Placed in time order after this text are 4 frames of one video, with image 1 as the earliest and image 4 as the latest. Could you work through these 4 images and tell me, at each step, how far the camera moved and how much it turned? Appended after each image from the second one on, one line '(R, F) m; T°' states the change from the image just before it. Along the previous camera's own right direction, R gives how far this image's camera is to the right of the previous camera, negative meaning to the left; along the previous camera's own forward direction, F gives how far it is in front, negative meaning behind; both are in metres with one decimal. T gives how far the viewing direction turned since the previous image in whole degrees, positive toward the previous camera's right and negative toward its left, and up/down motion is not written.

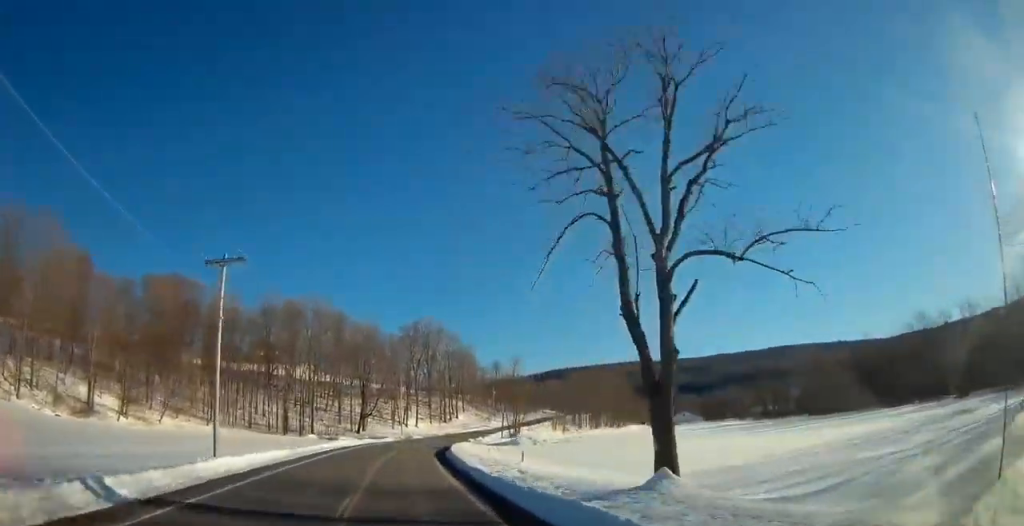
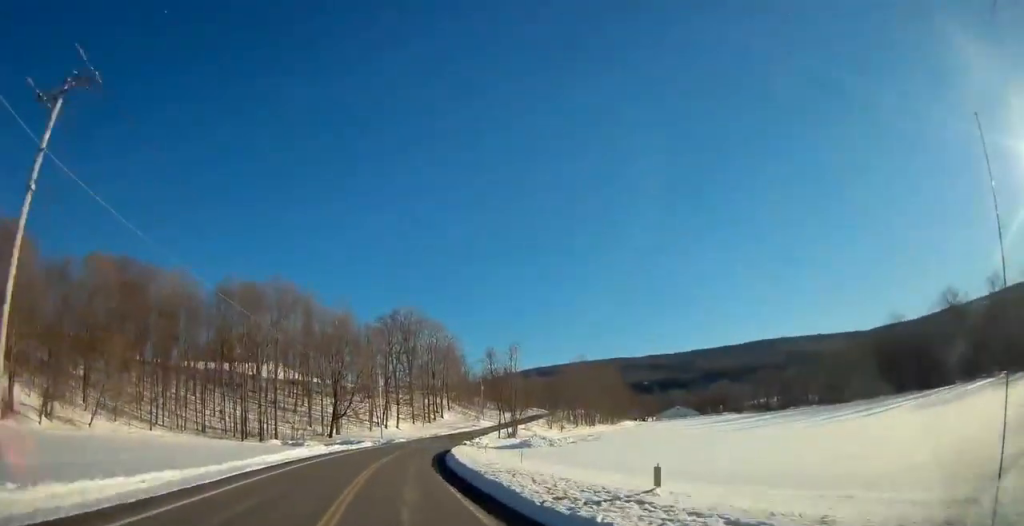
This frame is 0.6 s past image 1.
(0.0, +15.8) m; +2°
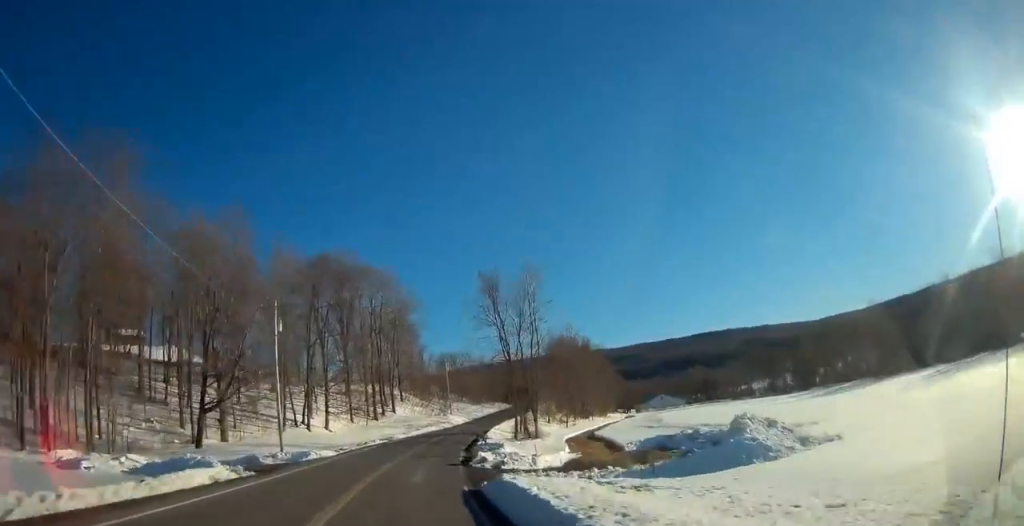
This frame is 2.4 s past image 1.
(+2.9, +42.8) m; +9°
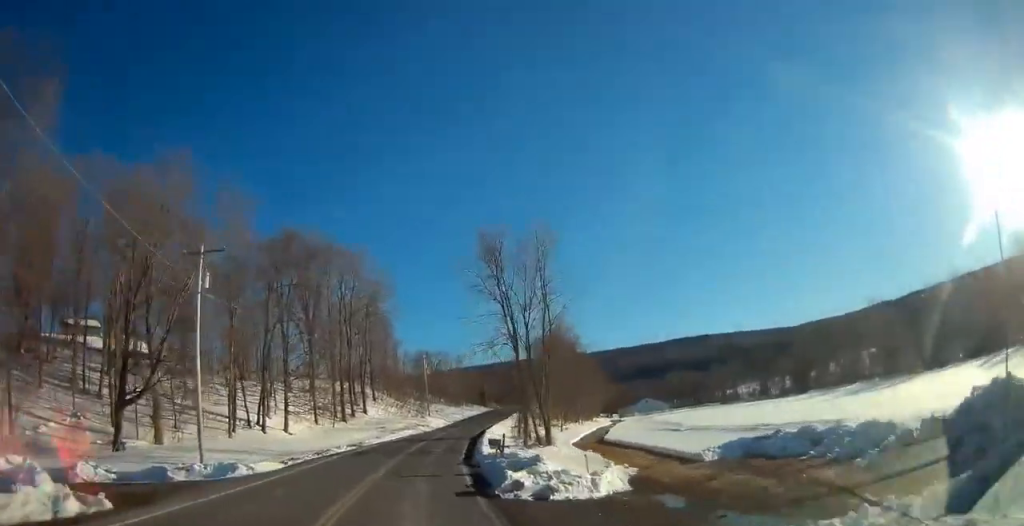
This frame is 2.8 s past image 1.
(-0.1, +11.5) m; +4°
